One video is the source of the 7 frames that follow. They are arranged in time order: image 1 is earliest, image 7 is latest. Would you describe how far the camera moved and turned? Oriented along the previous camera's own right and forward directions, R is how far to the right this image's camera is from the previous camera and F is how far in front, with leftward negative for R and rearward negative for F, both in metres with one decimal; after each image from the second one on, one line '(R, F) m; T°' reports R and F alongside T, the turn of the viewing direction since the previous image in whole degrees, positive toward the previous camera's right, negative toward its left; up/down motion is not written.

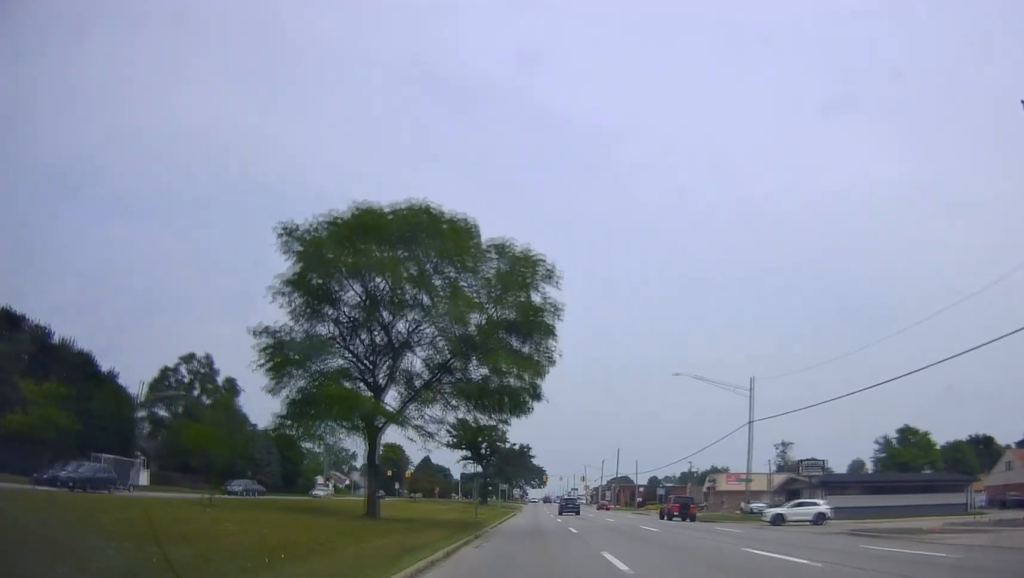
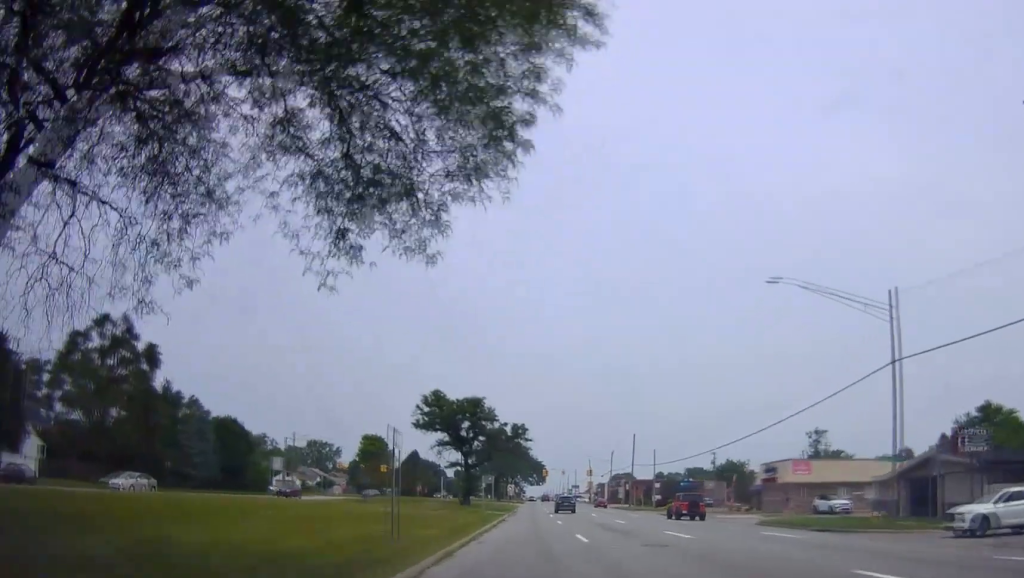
(+0.4, +21.5) m; +1°
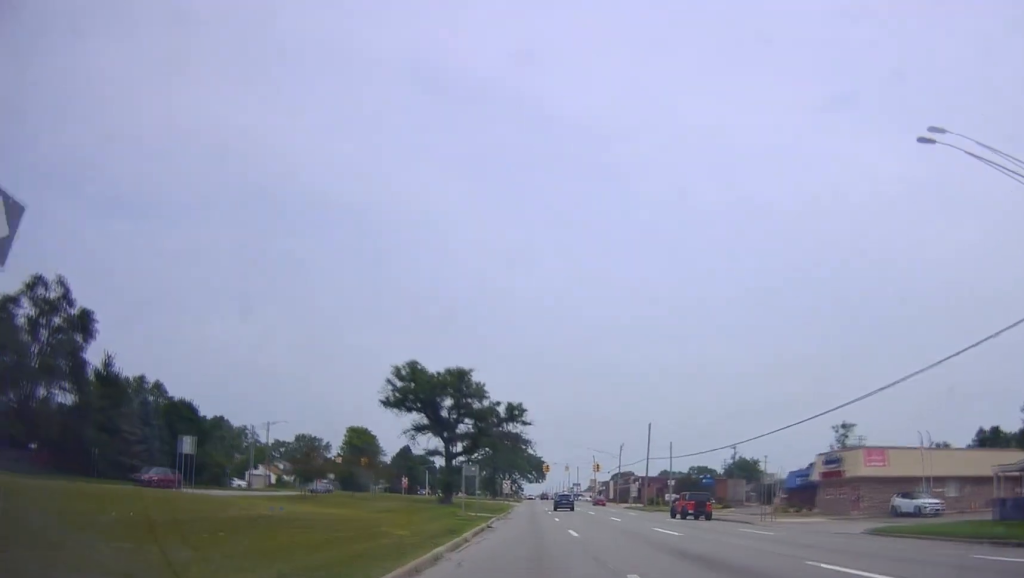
(-0.2, +13.7) m; 0°
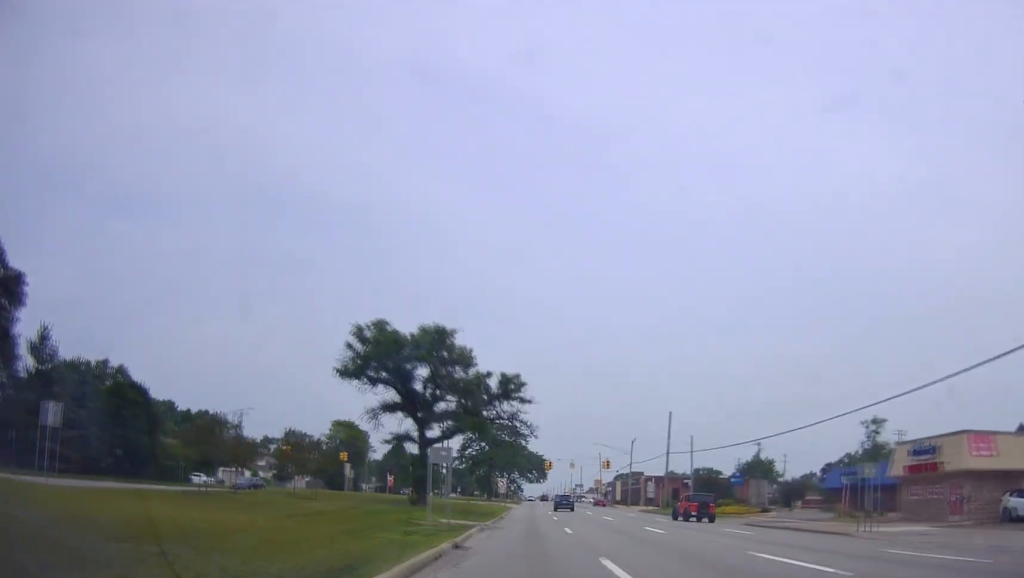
(+0.2, +12.4) m; +1°
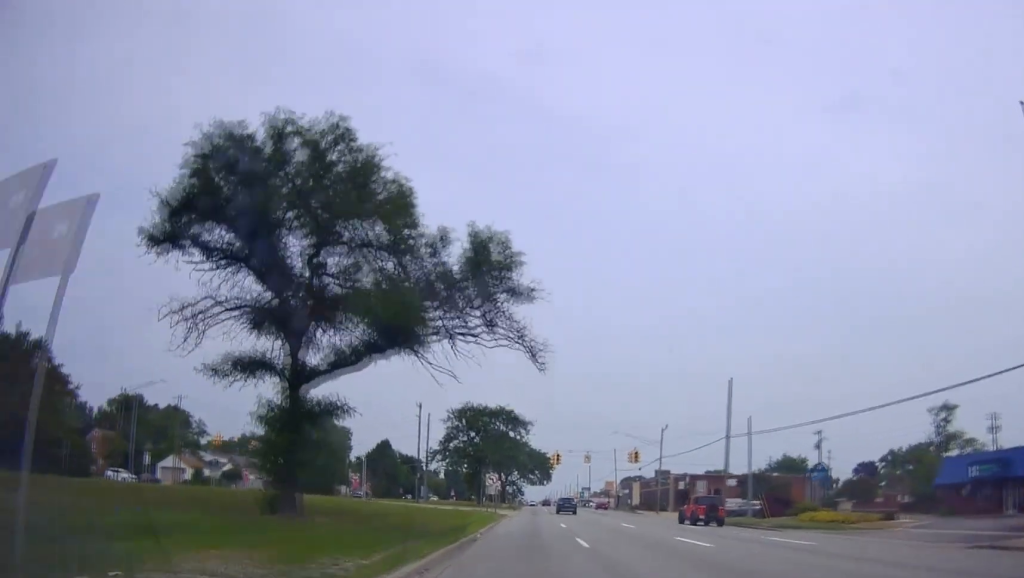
(+0.1, +22.2) m; -2°
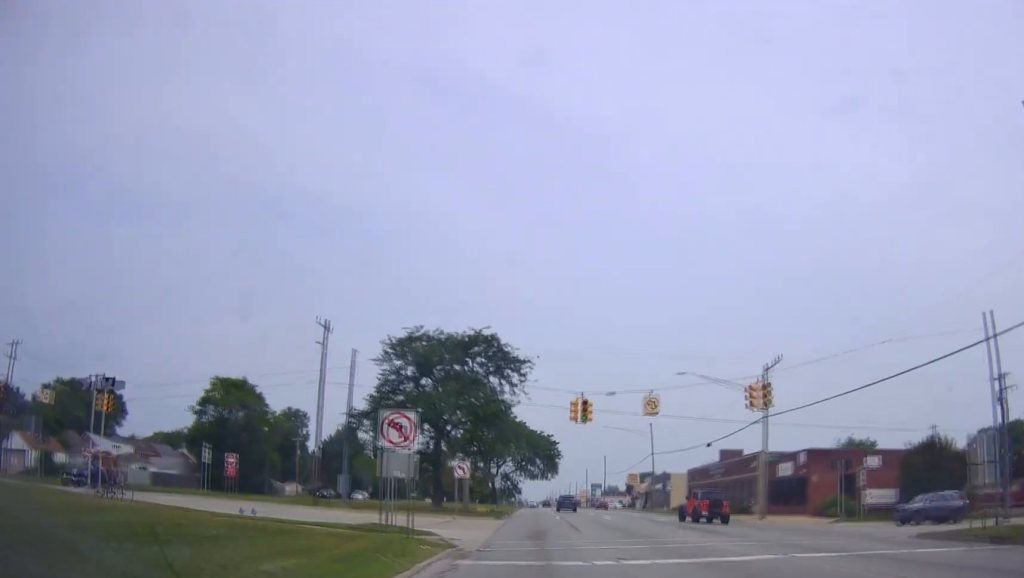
(-0.3, +36.4) m; 0°
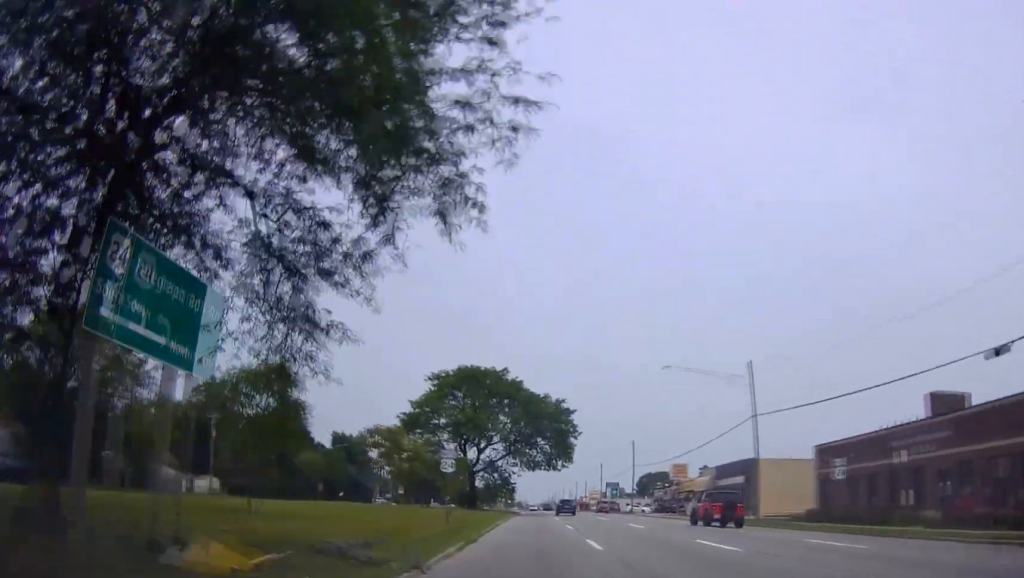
(-0.1, +37.6) m; +1°
